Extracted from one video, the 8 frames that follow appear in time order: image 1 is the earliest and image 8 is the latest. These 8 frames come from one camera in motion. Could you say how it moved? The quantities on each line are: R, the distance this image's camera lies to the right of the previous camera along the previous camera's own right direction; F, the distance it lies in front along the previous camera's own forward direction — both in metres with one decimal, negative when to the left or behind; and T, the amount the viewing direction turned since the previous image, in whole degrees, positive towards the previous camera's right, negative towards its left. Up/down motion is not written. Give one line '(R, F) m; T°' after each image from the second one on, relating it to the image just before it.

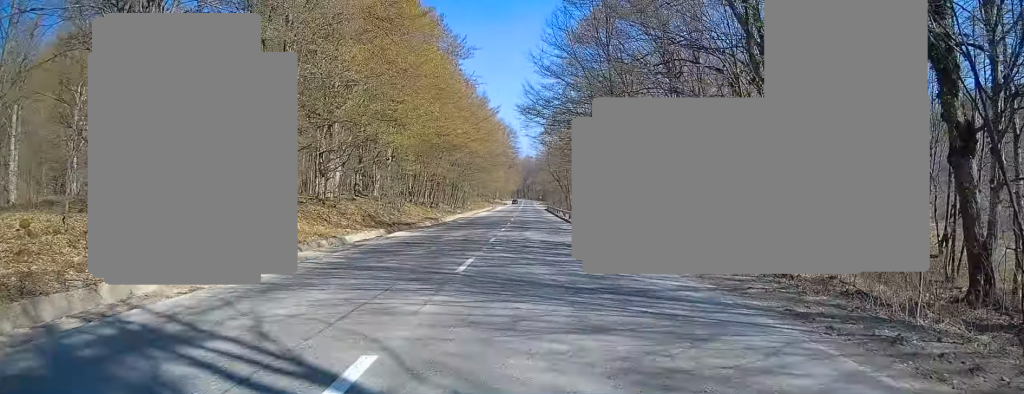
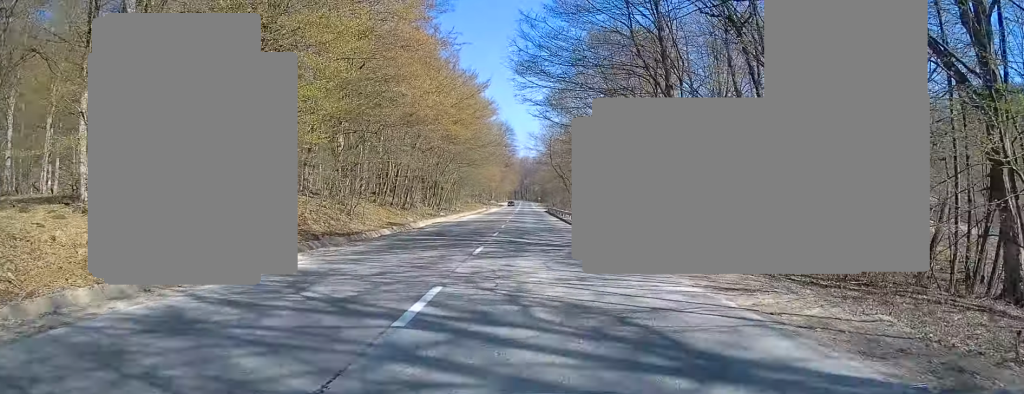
(0.0, +14.5) m; 0°
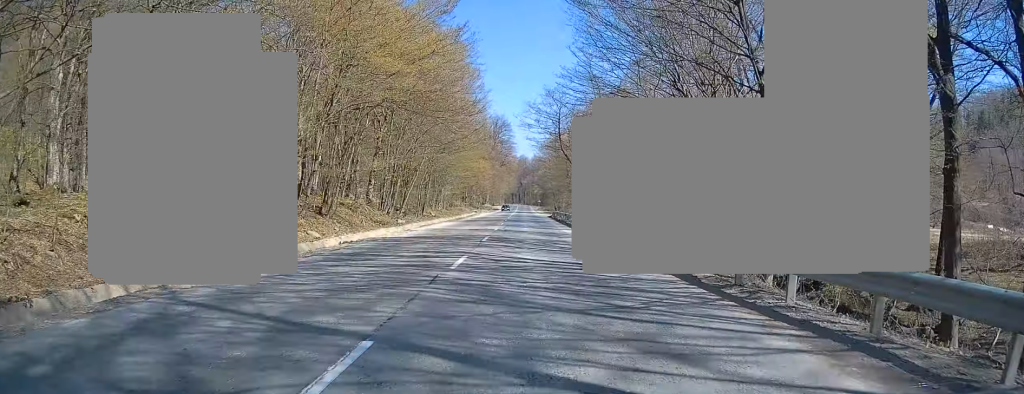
(0.0, +22.3) m; 0°
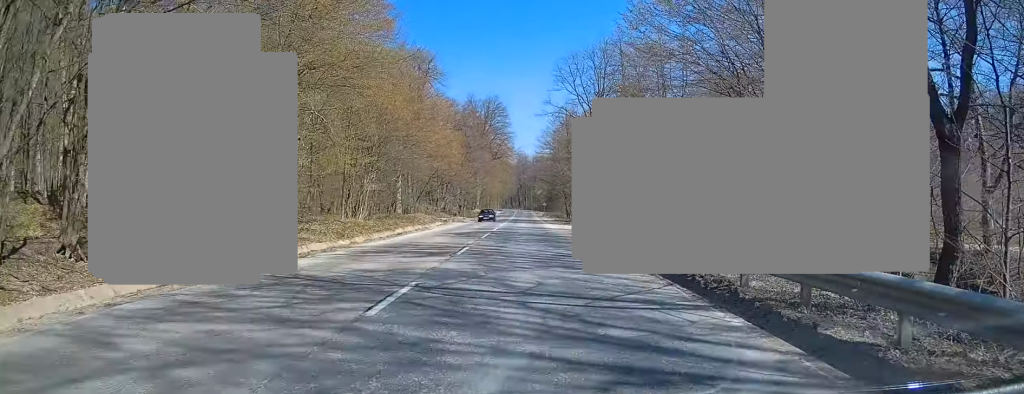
(+0.1, +41.3) m; +1°
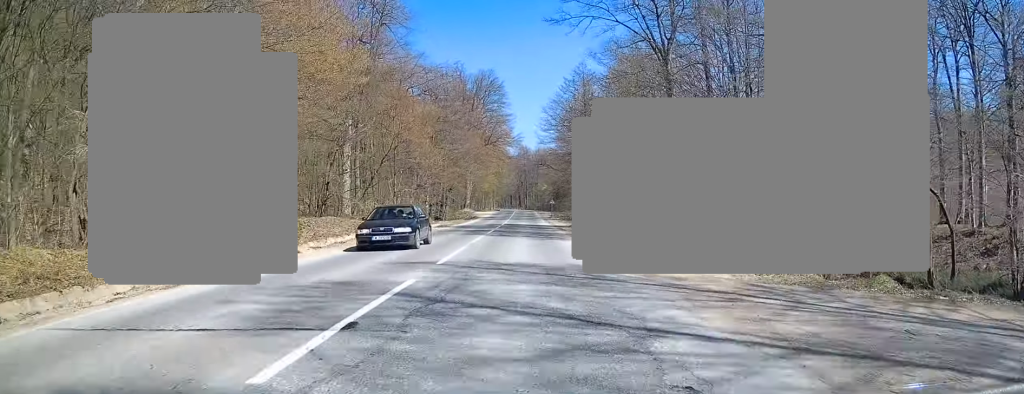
(+0.1, +29.1) m; 0°
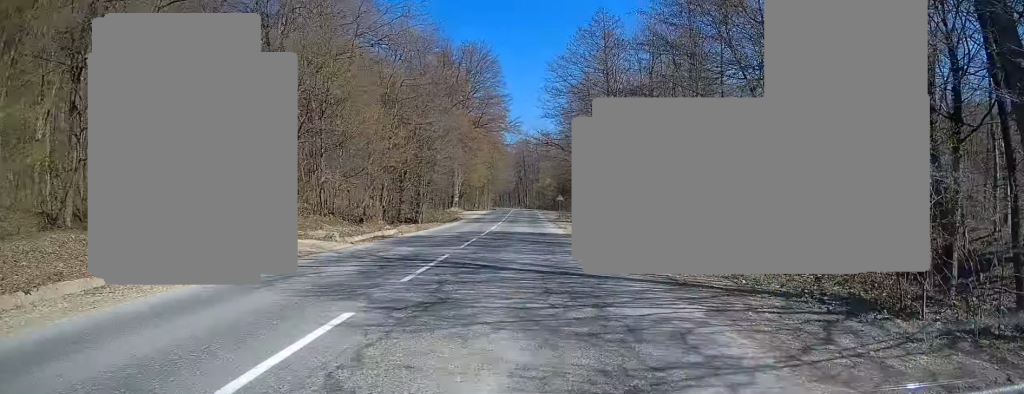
(+0.1, +21.0) m; 0°
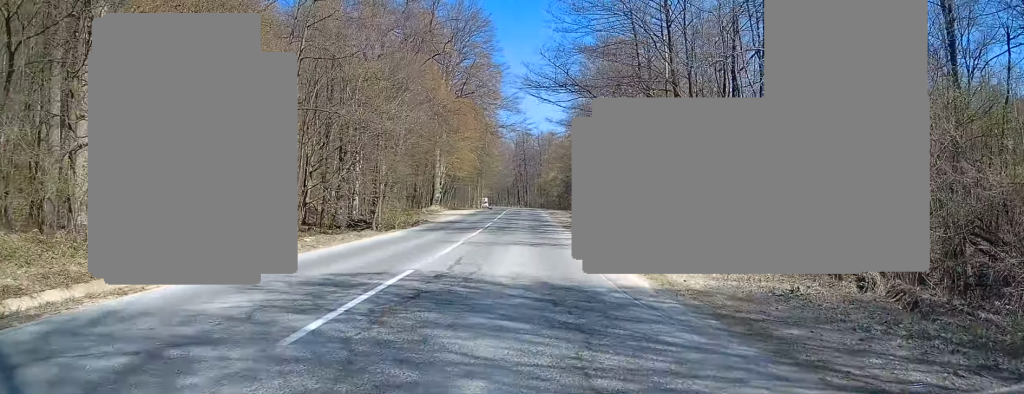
(-0.1, +22.9) m; 0°
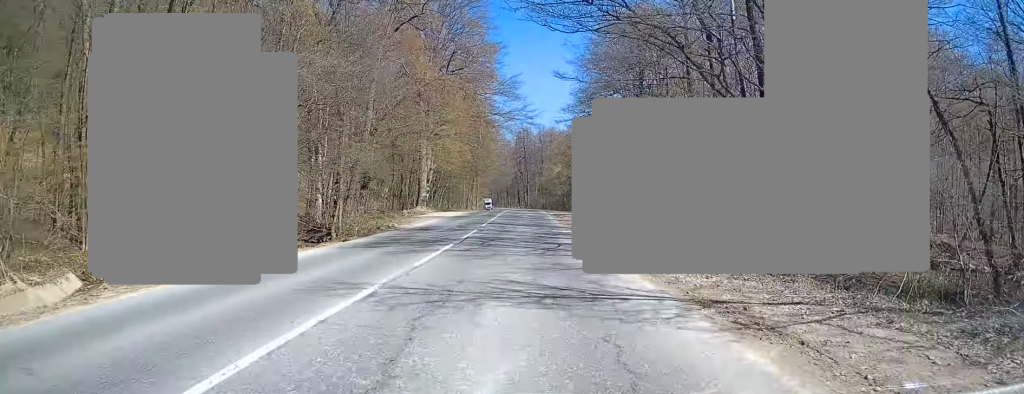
(-0.1, +11.5) m; 0°
